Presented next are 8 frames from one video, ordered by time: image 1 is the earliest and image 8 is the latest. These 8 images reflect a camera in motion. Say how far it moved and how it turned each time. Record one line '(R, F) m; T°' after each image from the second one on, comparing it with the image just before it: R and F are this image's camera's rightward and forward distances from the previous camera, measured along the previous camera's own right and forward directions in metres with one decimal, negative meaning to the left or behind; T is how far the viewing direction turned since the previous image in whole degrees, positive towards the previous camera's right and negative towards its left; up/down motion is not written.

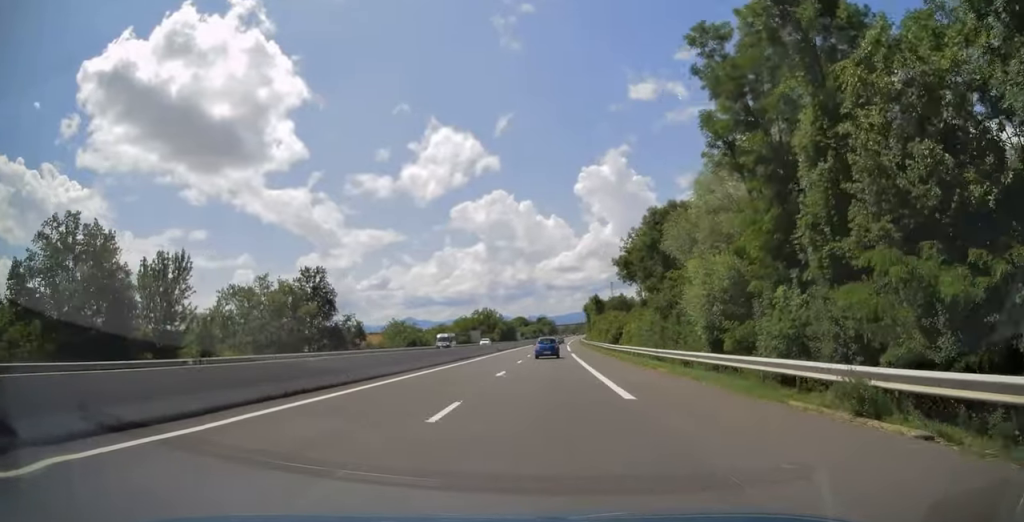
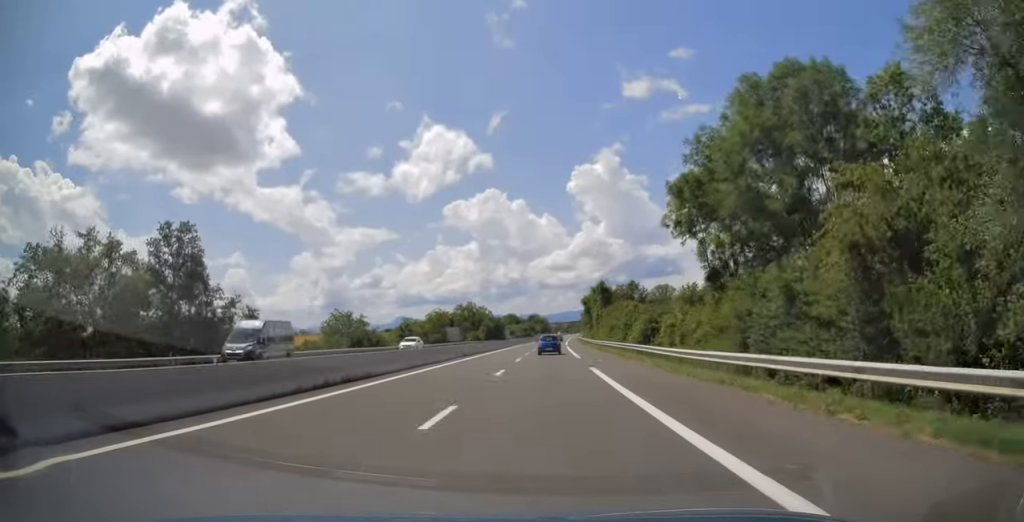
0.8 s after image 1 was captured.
(+0.1, +26.8) m; 0°
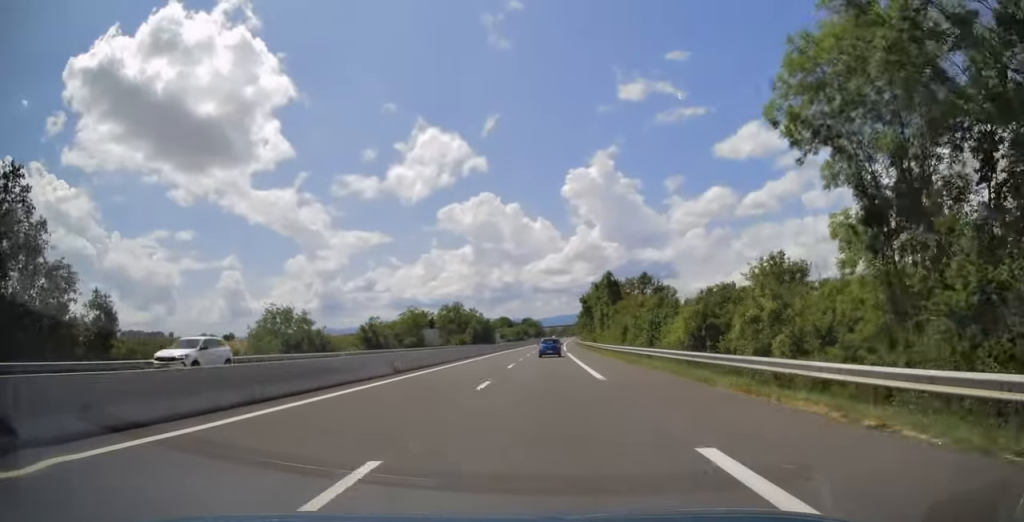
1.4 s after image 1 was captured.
(0.0, +18.2) m; 0°
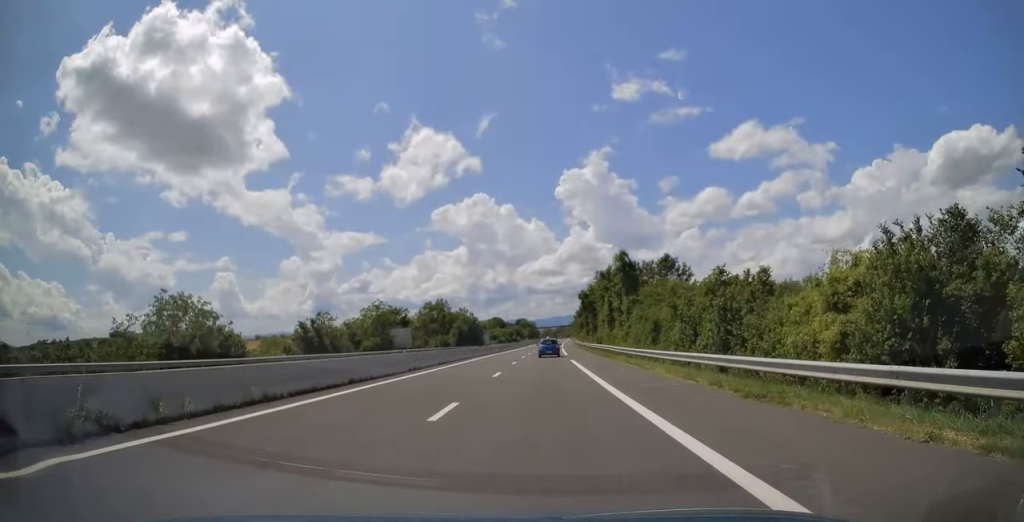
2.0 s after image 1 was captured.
(0.0, +19.2) m; 0°
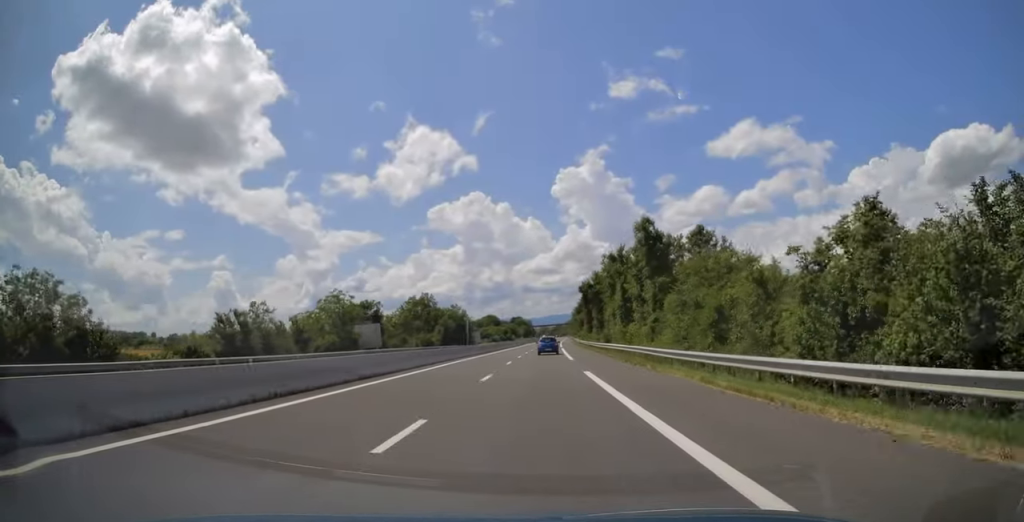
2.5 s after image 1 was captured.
(+0.1, +16.0) m; 0°
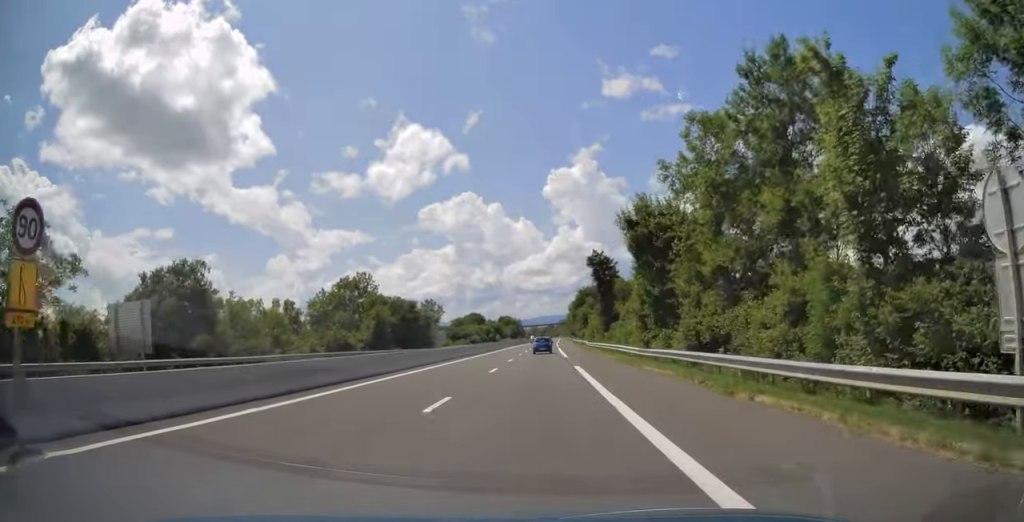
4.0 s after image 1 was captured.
(+0.5, +47.5) m; +1°
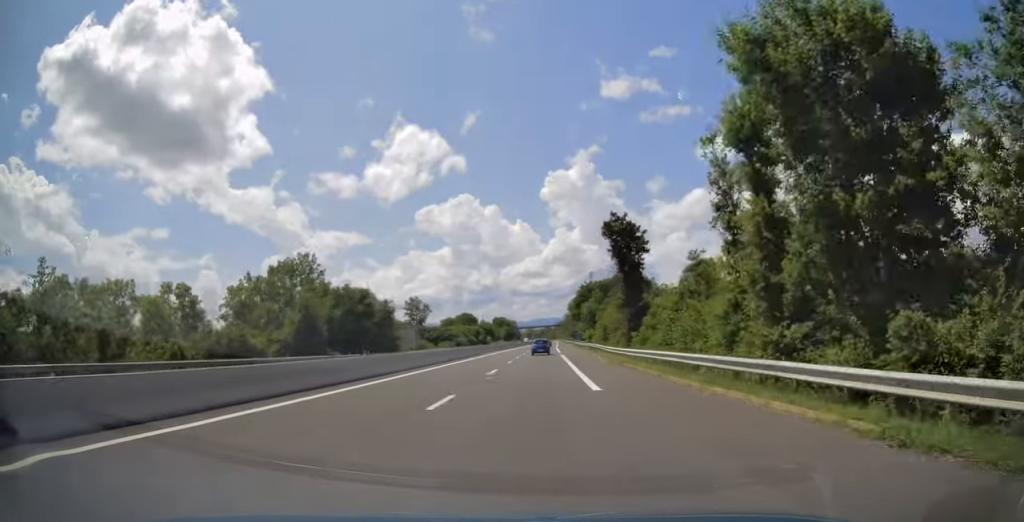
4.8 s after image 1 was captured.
(+0.2, +25.2) m; +1°
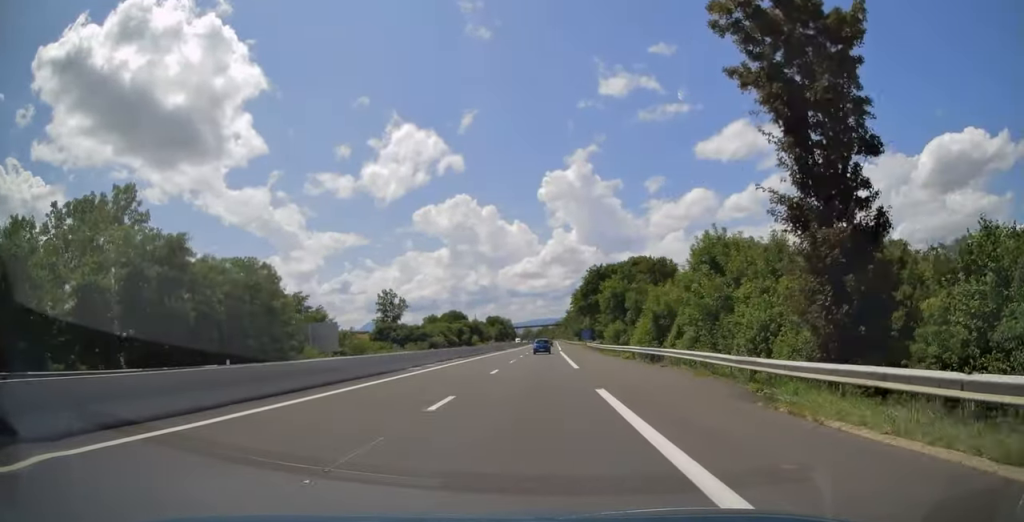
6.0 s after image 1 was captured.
(+0.3, +39.0) m; 0°
